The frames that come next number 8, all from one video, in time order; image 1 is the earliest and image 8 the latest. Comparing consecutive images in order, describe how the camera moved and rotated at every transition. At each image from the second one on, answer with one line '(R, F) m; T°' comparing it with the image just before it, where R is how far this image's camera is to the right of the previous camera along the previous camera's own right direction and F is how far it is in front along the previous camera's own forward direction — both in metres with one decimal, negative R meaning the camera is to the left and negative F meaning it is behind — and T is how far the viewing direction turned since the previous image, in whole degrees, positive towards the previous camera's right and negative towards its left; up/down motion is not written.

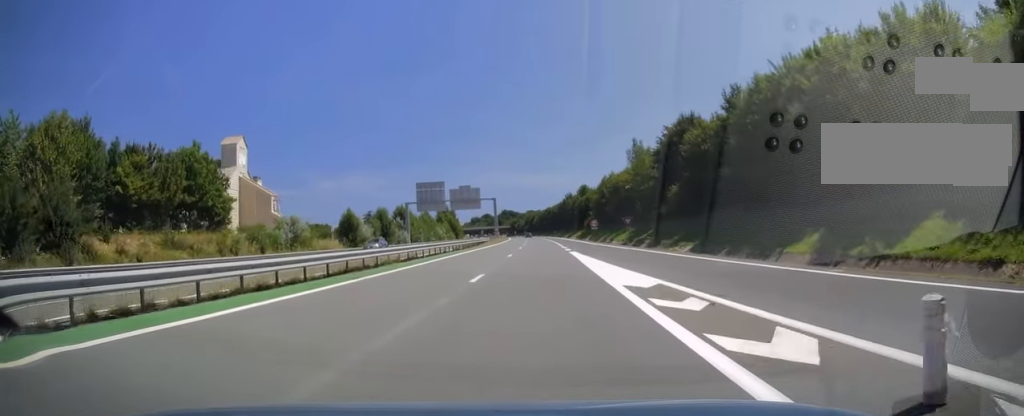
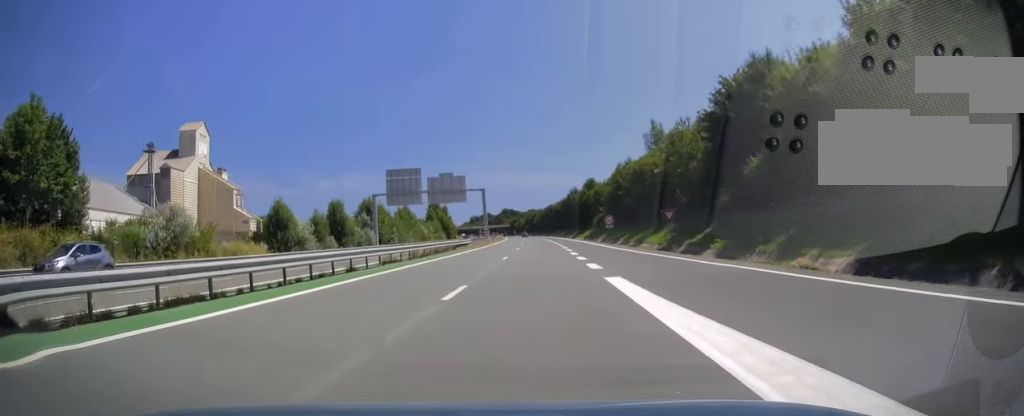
(-0.3, +21.6) m; 0°
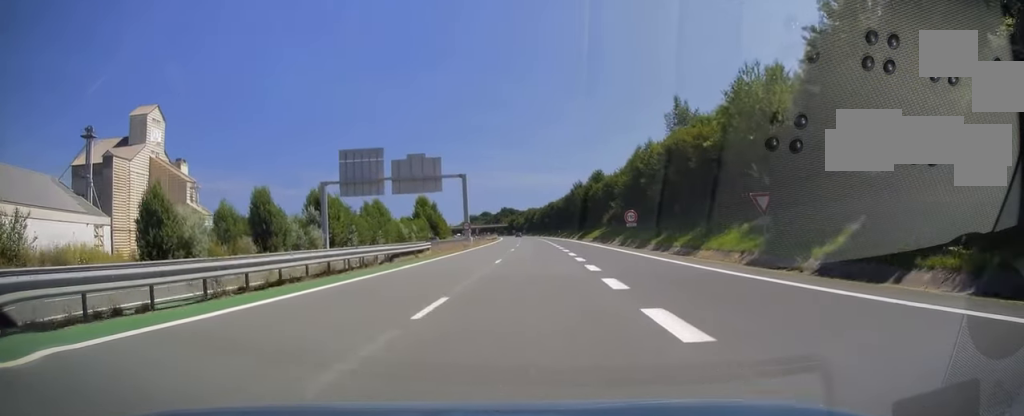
(+0.1, +20.1) m; 0°
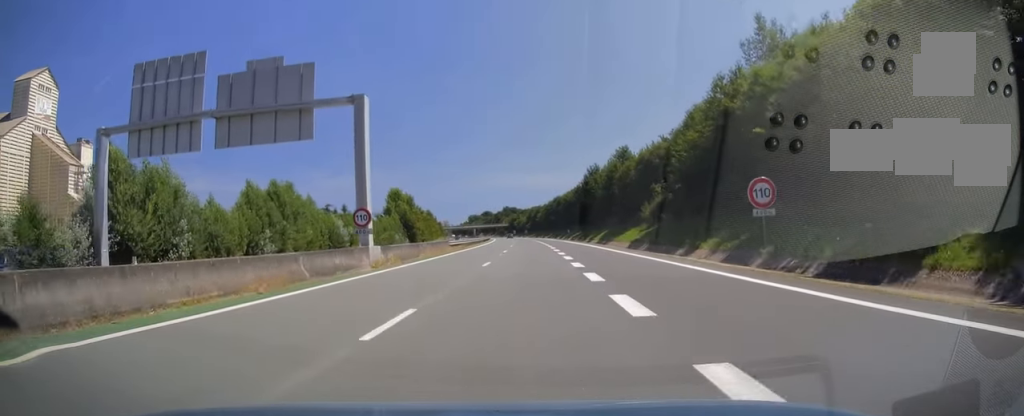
(-0.1, +36.8) m; -1°
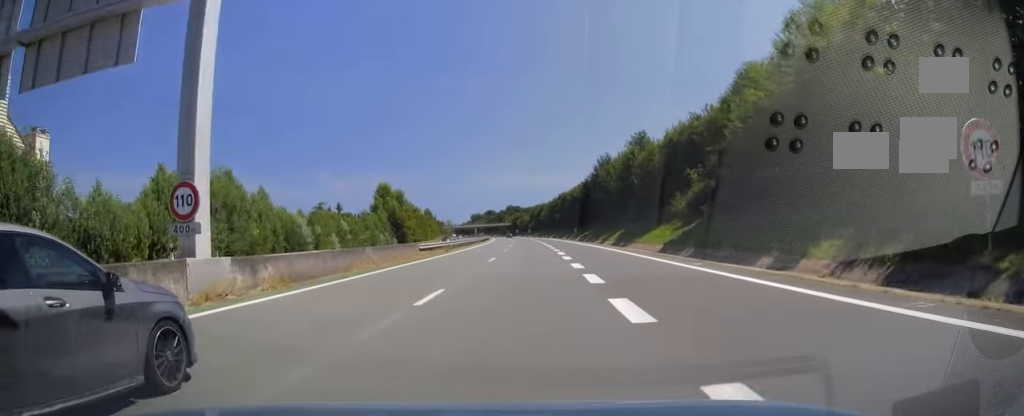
(-0.1, +13.7) m; 0°
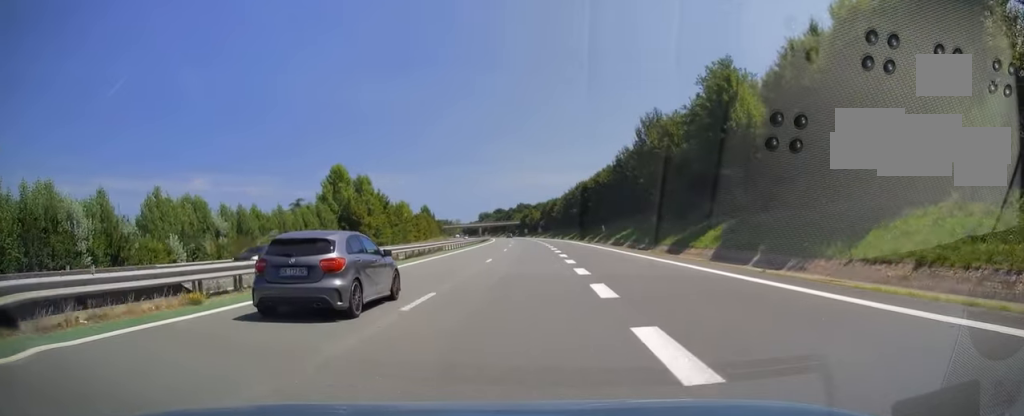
(-0.3, +35.7) m; -1°
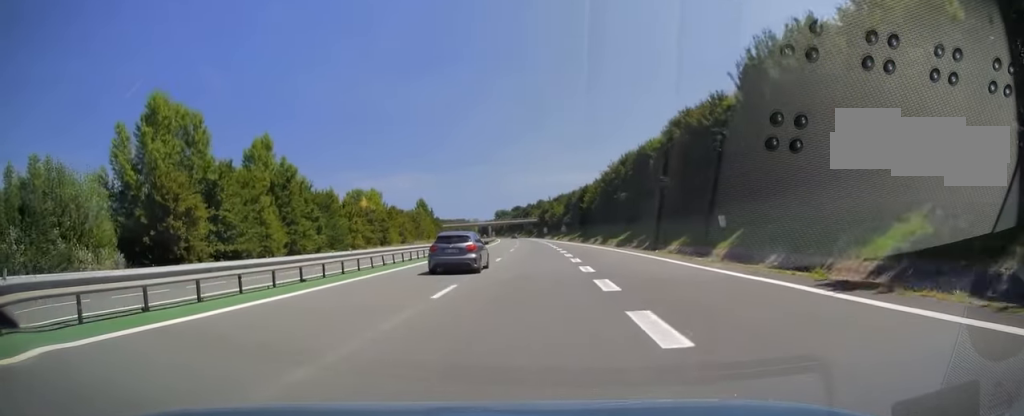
(-1.3, +50.7) m; -2°
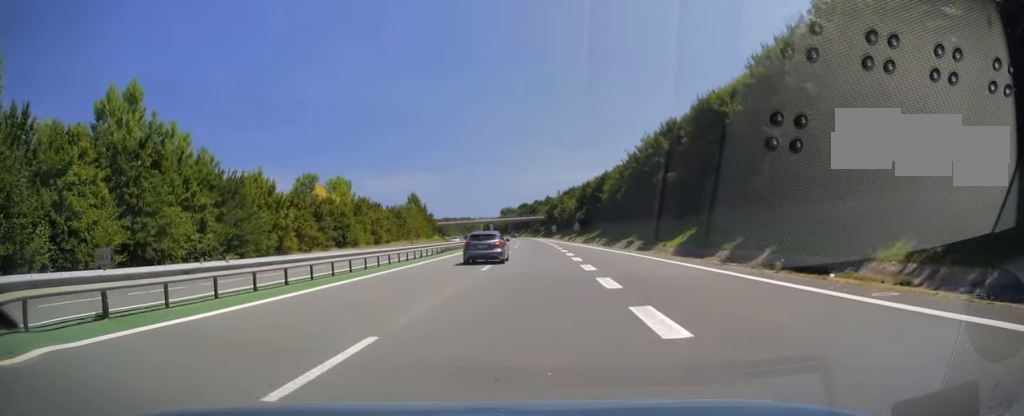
(0.0, +25.6) m; 0°
